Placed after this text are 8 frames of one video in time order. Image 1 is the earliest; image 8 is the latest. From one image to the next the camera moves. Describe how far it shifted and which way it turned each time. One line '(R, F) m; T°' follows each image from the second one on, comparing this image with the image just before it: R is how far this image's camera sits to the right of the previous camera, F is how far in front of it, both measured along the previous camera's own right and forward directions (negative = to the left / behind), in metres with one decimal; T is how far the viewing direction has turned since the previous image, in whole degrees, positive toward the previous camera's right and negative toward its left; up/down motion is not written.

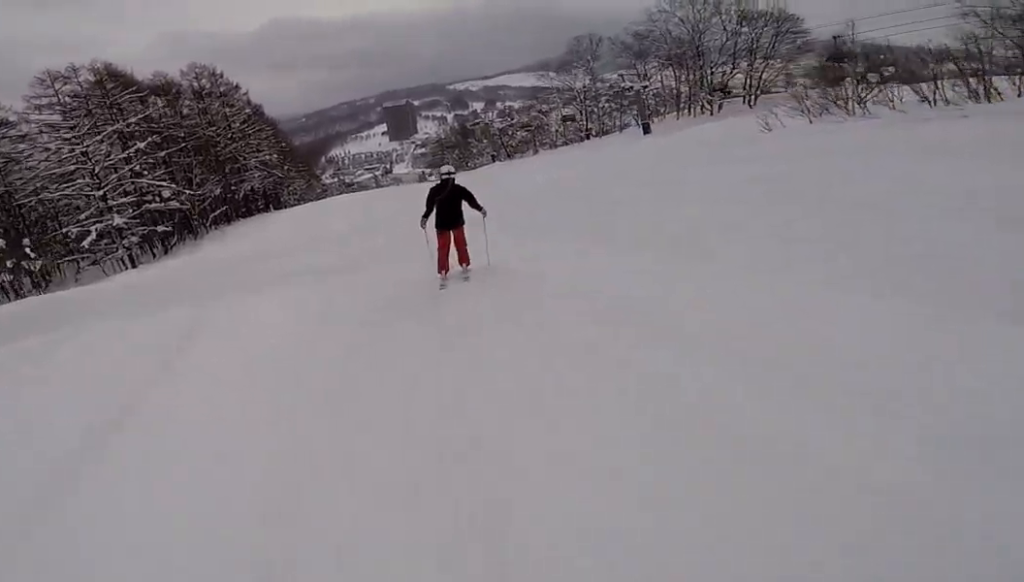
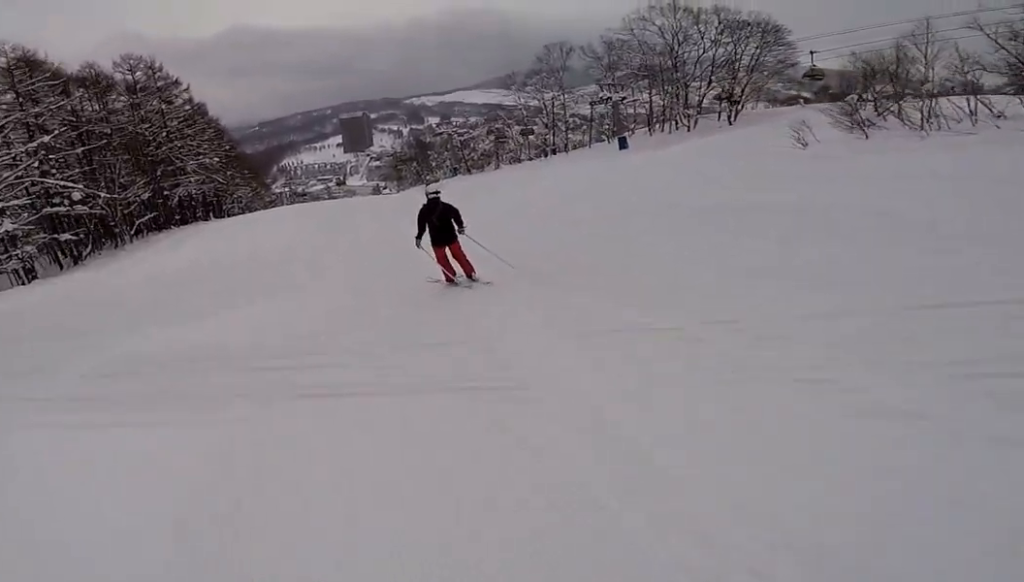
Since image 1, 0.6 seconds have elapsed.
(+1.0, +6.5) m; 0°
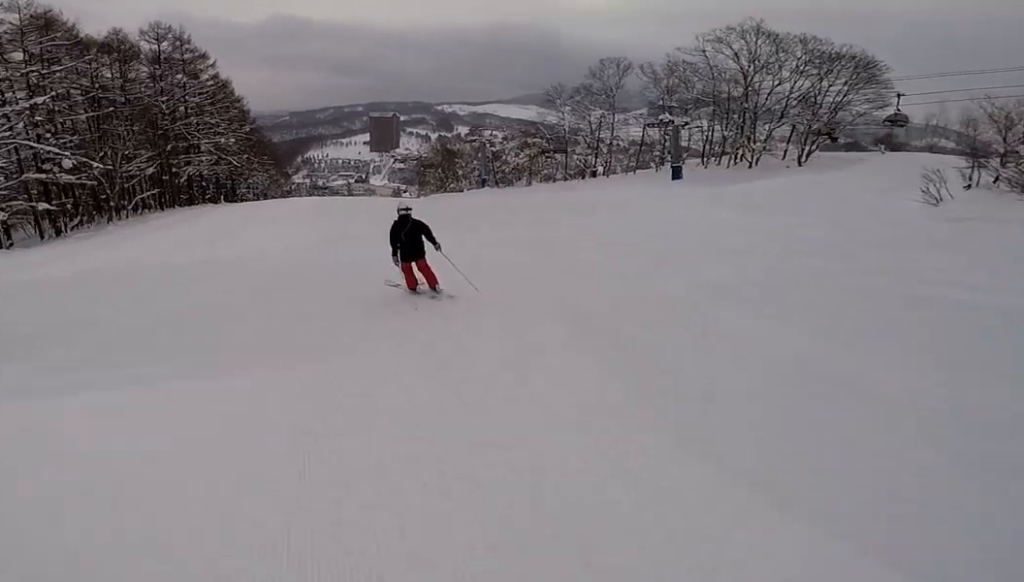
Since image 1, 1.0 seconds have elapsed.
(+0.7, +4.7) m; 0°
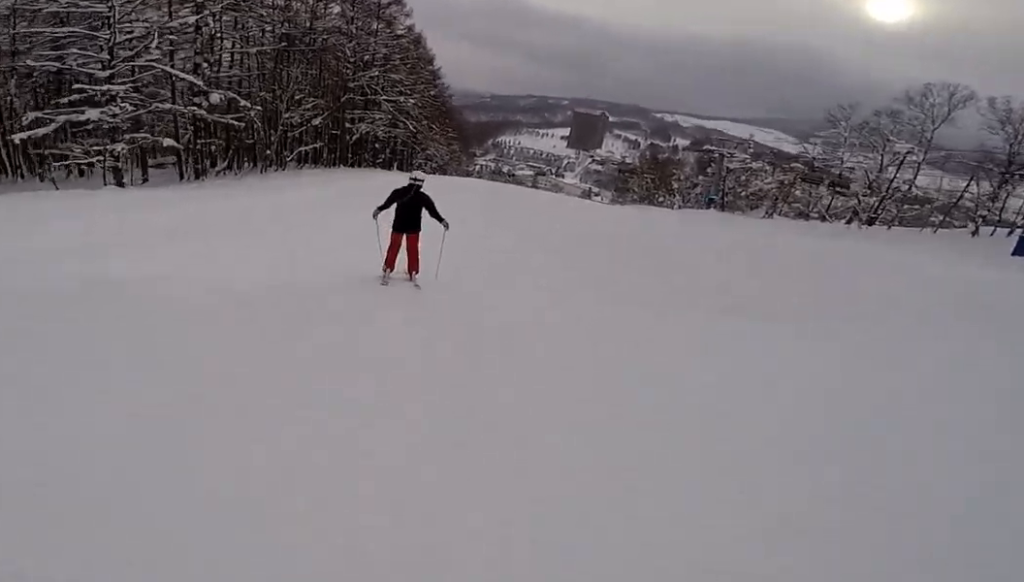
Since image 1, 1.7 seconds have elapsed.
(-1.3, +8.8) m; -2°
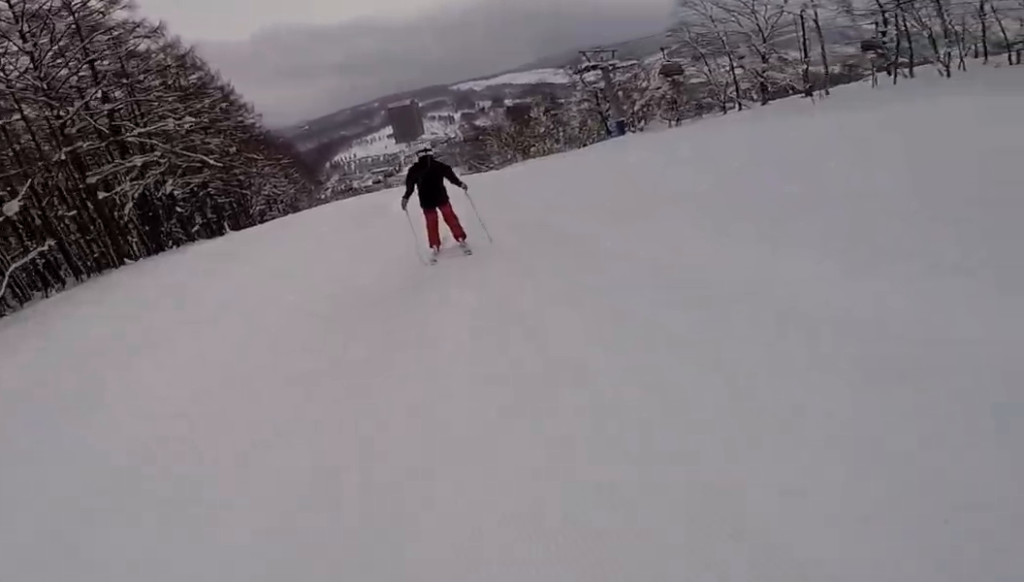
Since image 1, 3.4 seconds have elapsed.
(+0.6, +18.8) m; +3°
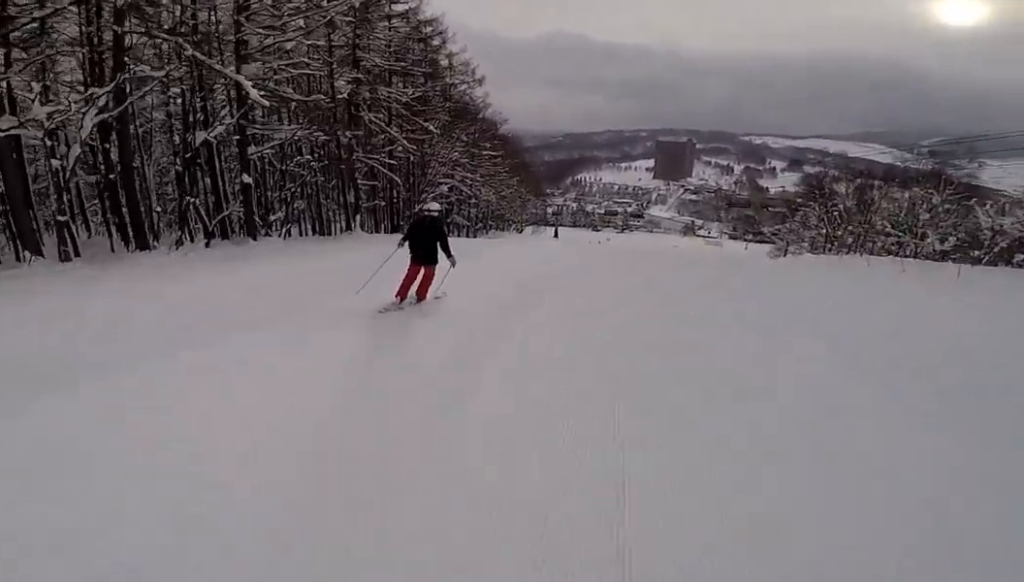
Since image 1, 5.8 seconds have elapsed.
(-1.8, +22.1) m; -11°
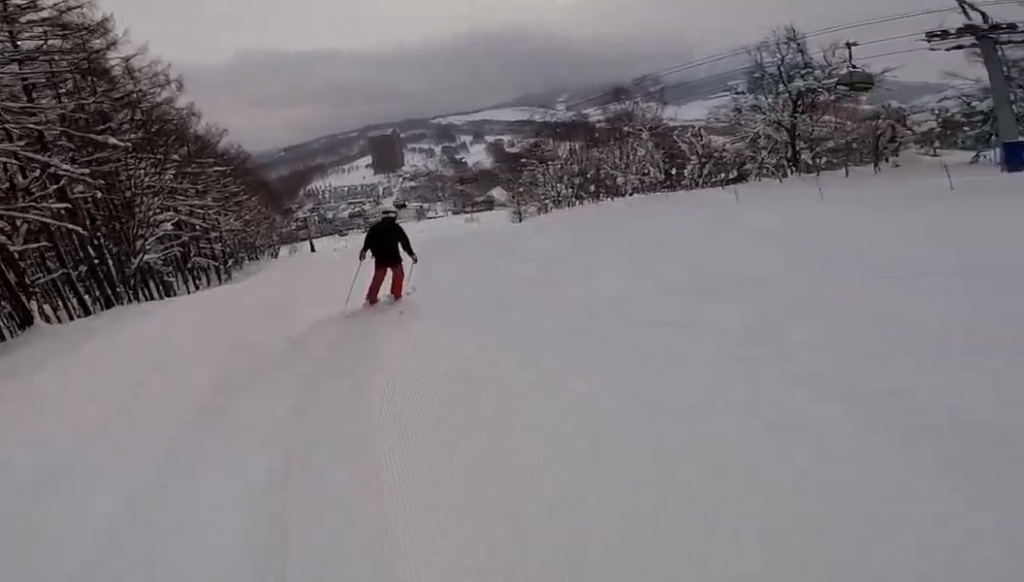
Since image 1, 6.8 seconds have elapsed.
(+0.8, +9.0) m; +16°
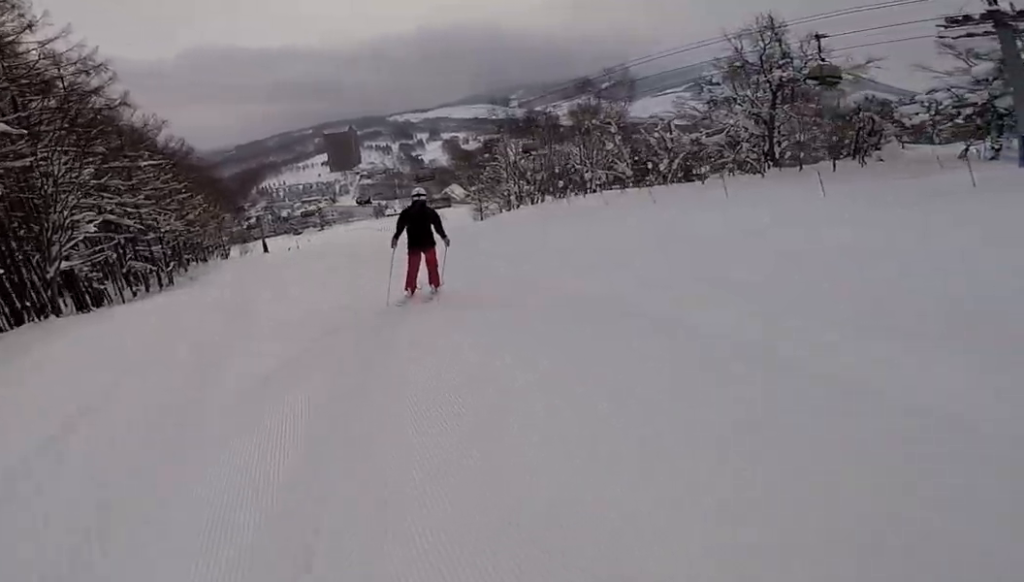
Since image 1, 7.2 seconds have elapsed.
(+0.4, +3.6) m; +5°
